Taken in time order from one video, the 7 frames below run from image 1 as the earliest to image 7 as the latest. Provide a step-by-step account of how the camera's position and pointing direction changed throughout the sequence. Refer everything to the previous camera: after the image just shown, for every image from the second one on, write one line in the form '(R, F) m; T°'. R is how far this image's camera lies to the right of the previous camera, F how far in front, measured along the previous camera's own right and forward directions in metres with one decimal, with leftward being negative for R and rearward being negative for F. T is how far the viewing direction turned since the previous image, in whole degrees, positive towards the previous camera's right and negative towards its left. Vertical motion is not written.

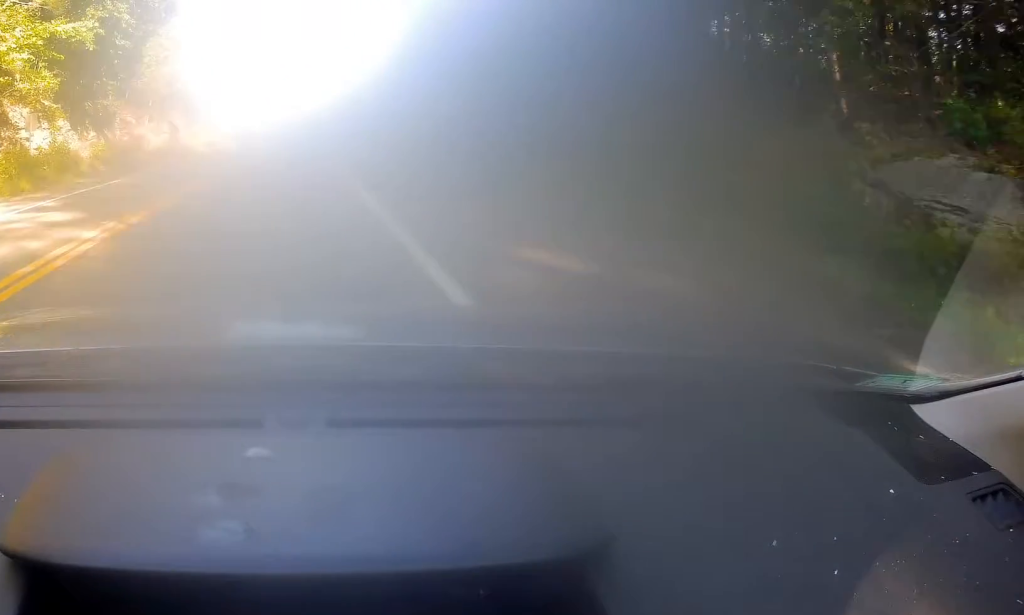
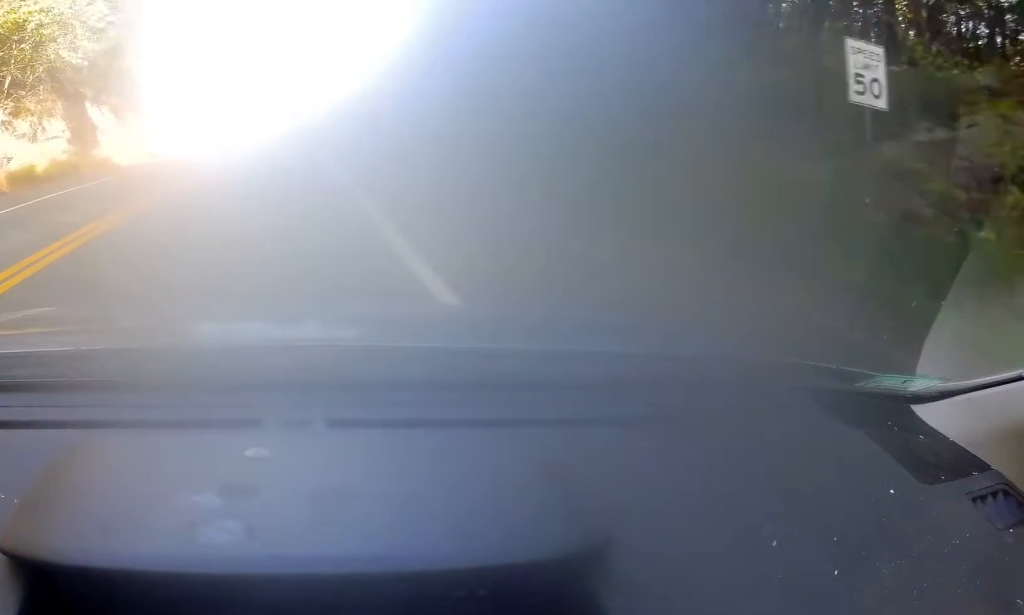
(+0.7, +23.3) m; +1°
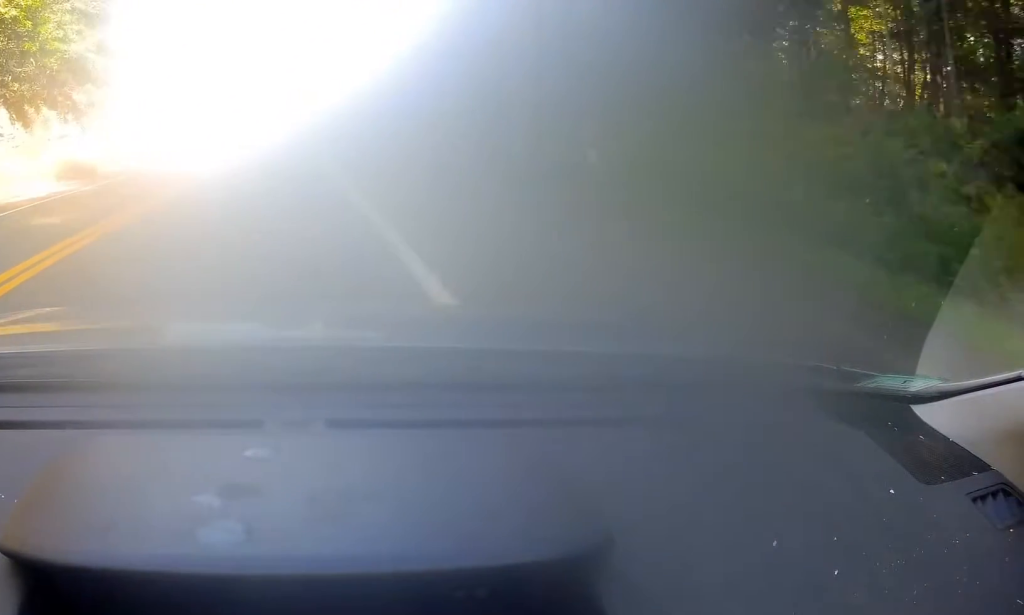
(-0.4, +20.2) m; -1°
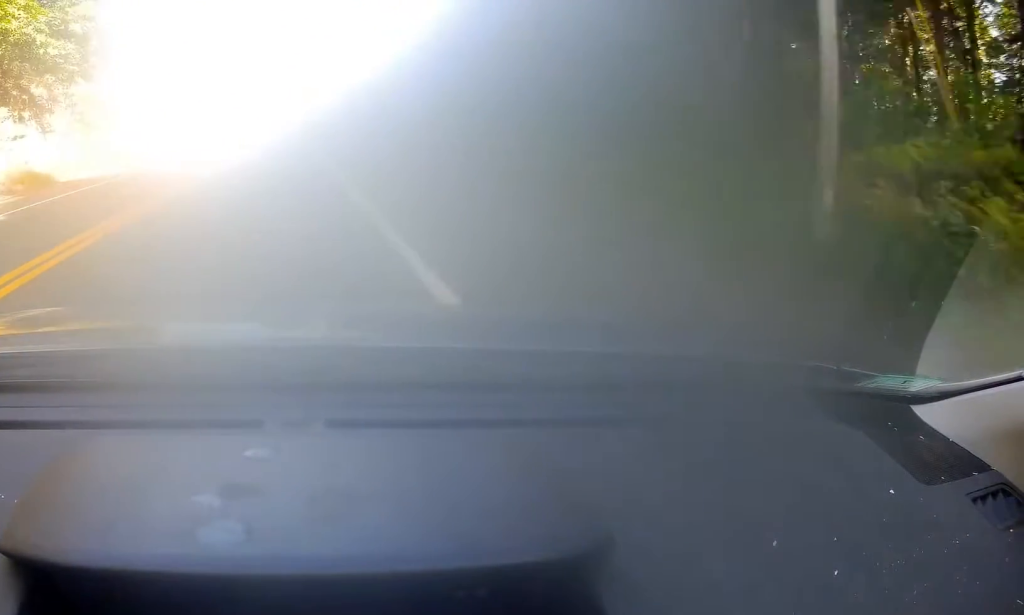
(0.0, +7.2) m; +1°
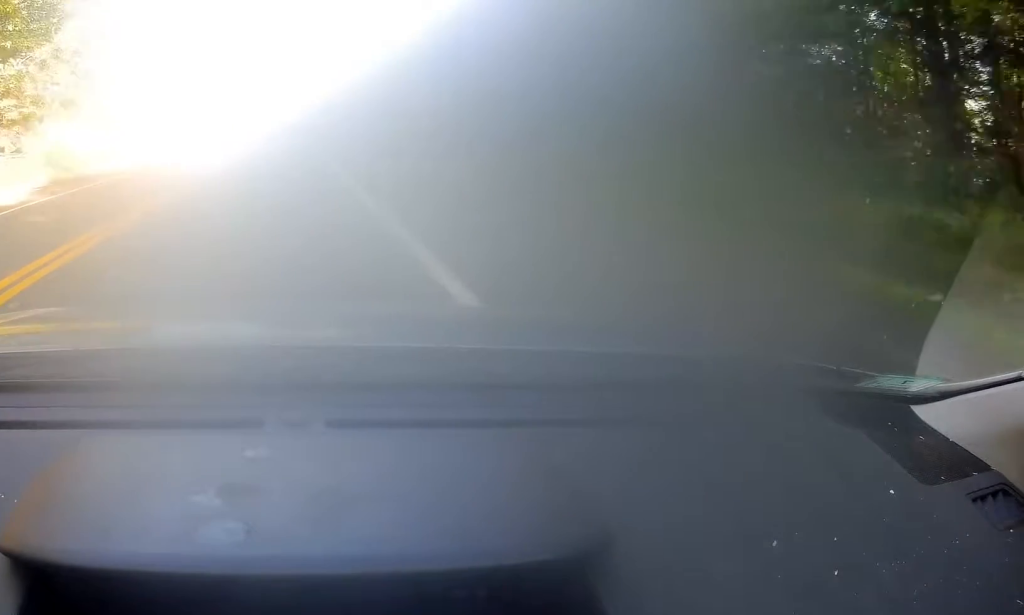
(+0.1, +13.0) m; 0°
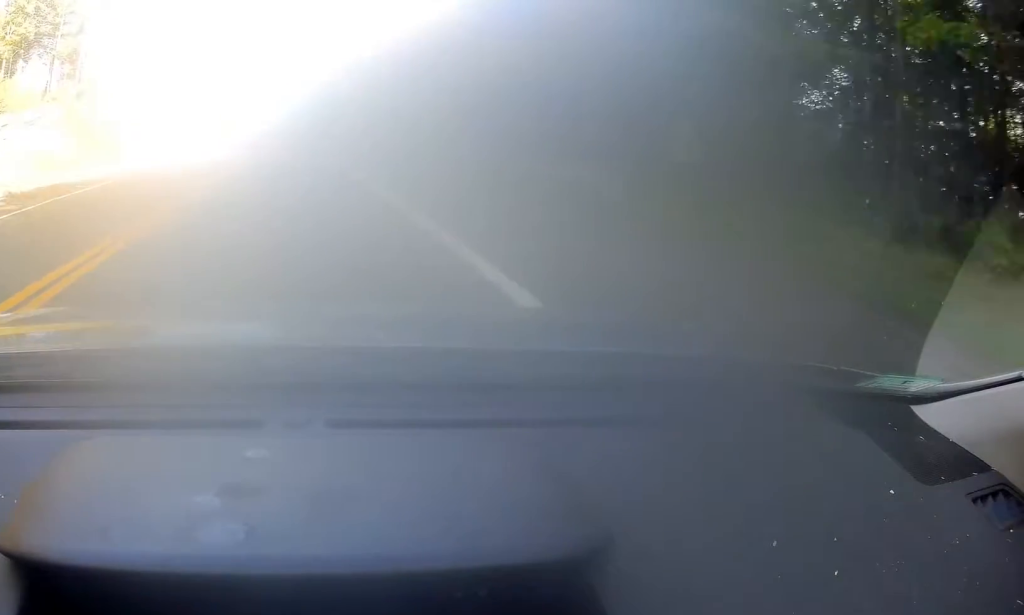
(-0.3, +18.6) m; -3°
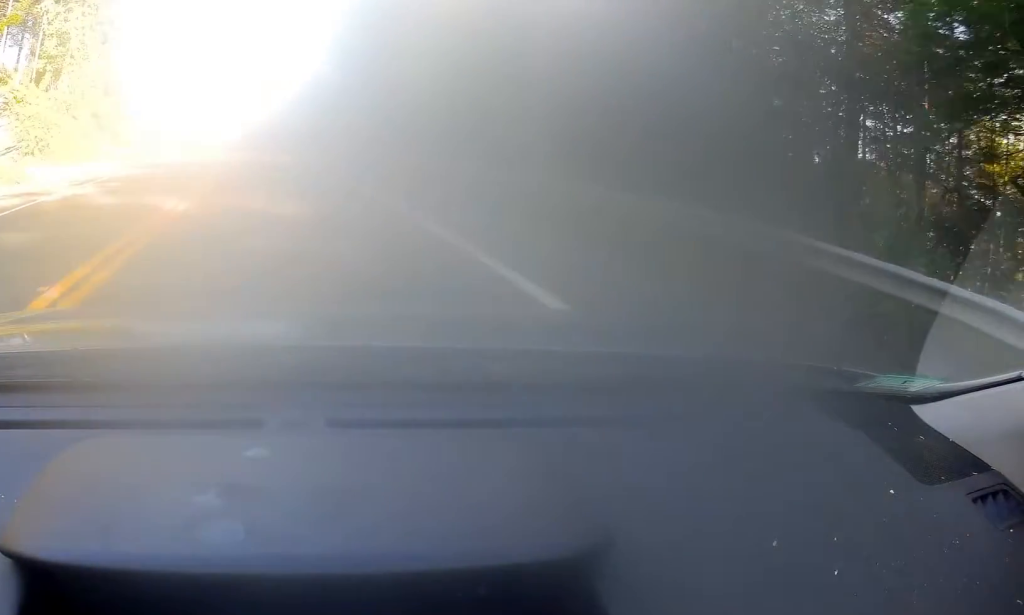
(-0.3, +20.2) m; -2°
